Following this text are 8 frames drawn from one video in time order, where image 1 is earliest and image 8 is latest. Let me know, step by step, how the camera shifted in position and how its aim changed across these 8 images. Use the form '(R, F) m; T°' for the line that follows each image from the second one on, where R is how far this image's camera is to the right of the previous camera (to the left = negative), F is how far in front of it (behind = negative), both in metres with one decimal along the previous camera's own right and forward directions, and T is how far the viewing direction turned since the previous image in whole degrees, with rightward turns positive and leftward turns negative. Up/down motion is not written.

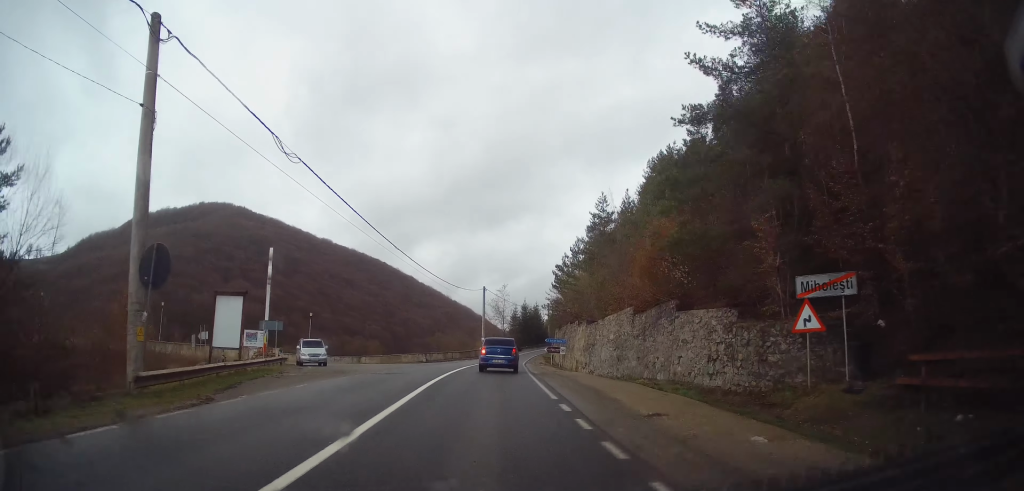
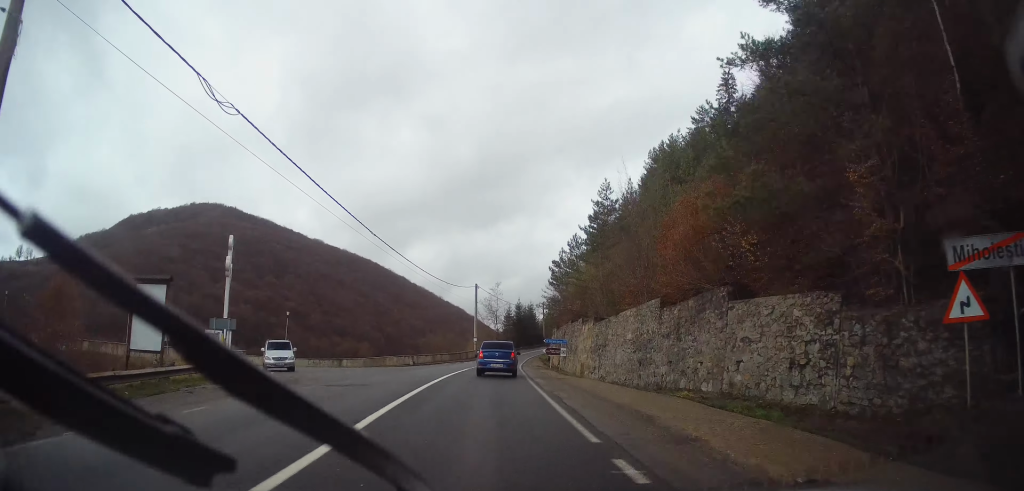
(+0.1, +5.0) m; 0°
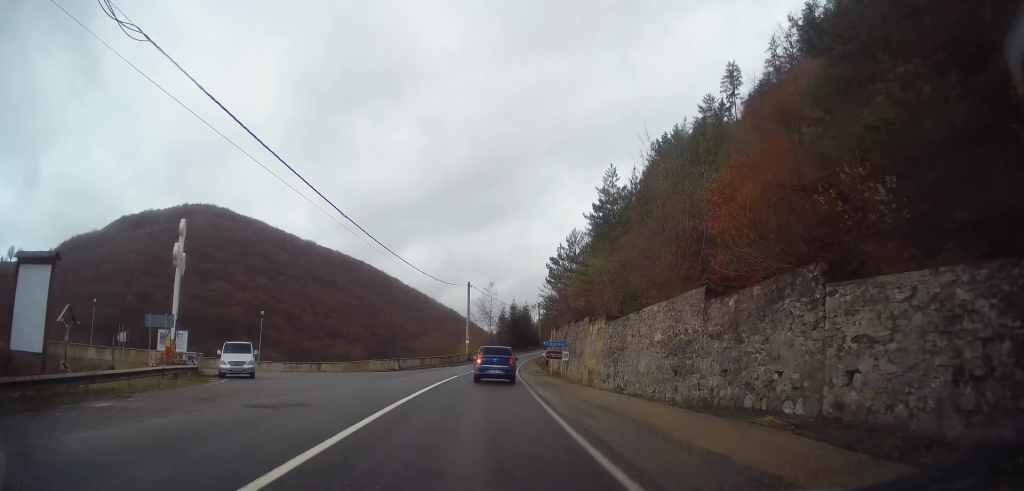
(+0.1, +5.0) m; 0°
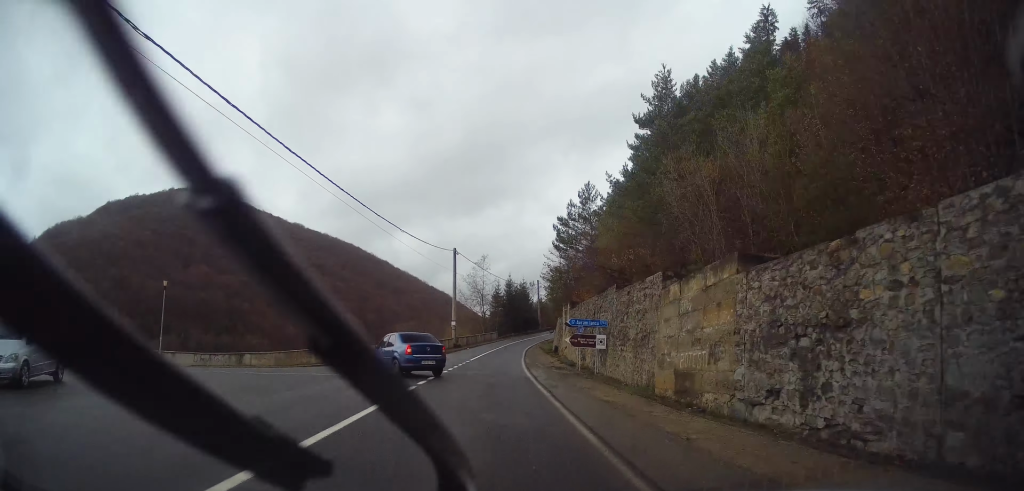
(-0.3, +15.4) m; 0°
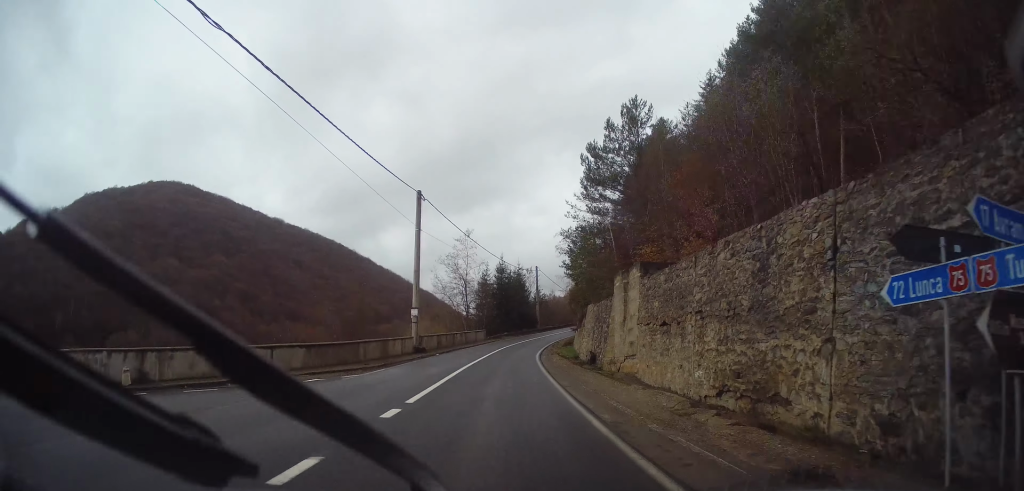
(+0.9, +23.5) m; +4°
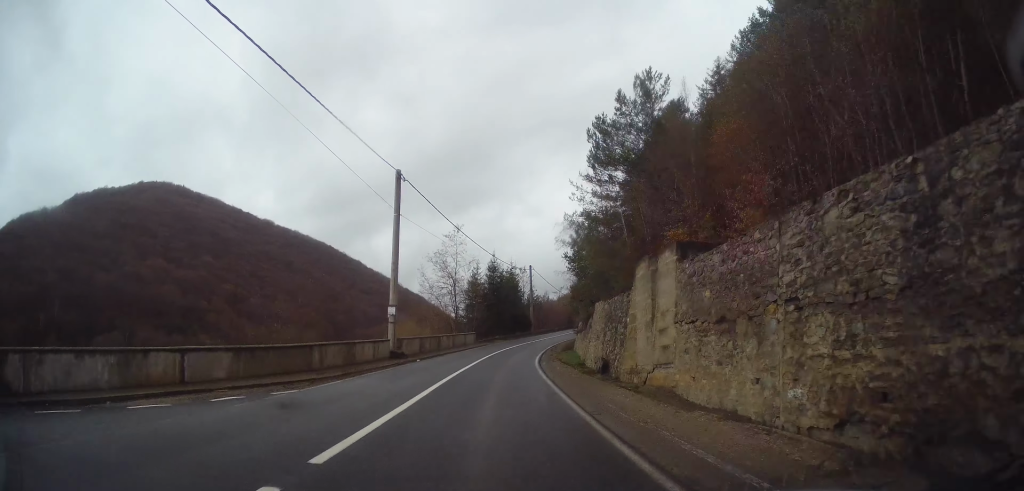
(+0.1, +5.2) m; +1°
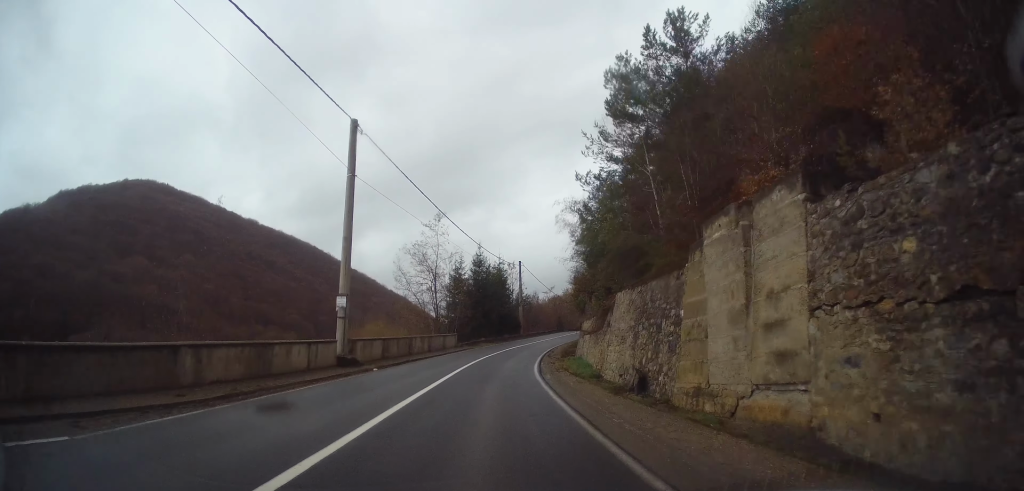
(+0.1, +7.7) m; +1°
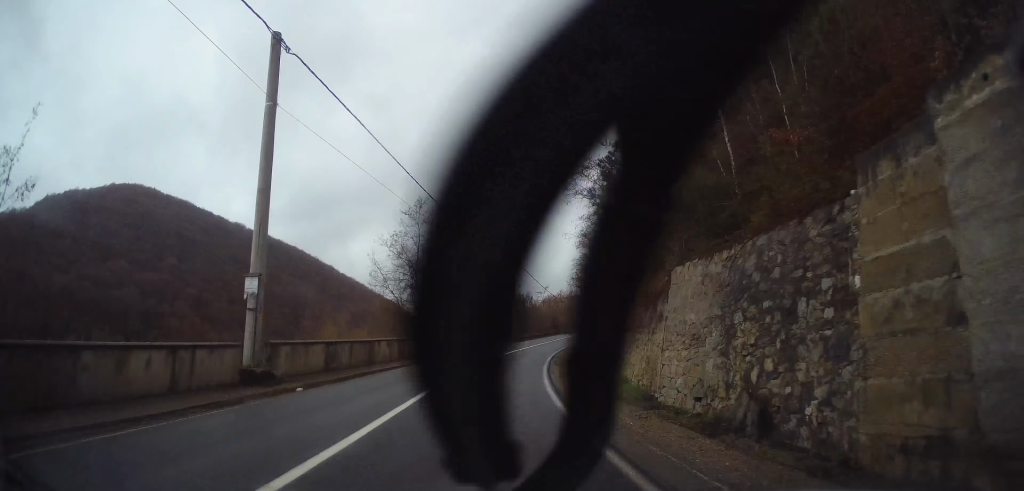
(-0.1, +7.8) m; +1°
